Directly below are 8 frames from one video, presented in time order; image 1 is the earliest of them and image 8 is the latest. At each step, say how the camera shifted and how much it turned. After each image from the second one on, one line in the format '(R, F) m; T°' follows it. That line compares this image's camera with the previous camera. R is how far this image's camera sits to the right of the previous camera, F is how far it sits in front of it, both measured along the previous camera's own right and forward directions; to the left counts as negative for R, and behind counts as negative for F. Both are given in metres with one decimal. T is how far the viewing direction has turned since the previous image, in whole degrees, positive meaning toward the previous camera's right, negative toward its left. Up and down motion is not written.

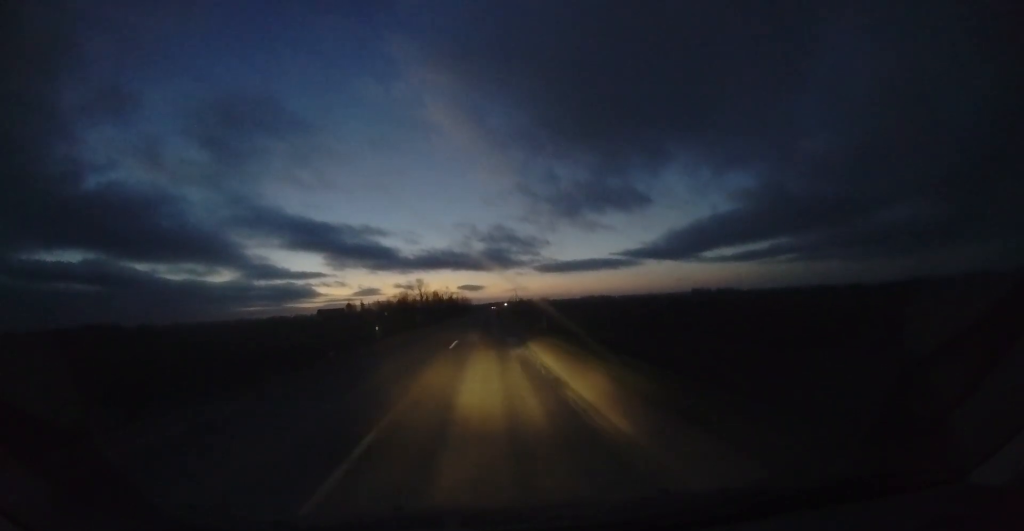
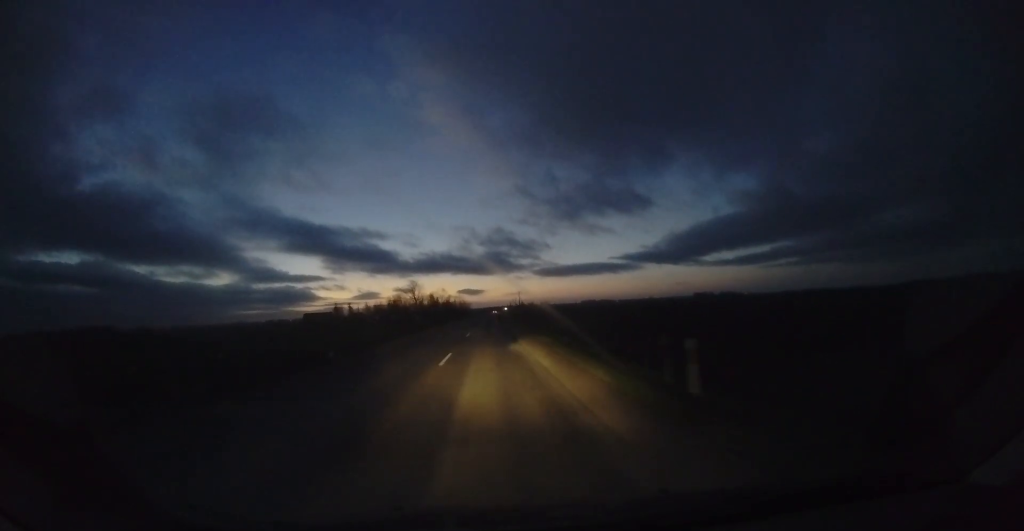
(0.0, +14.5) m; 0°
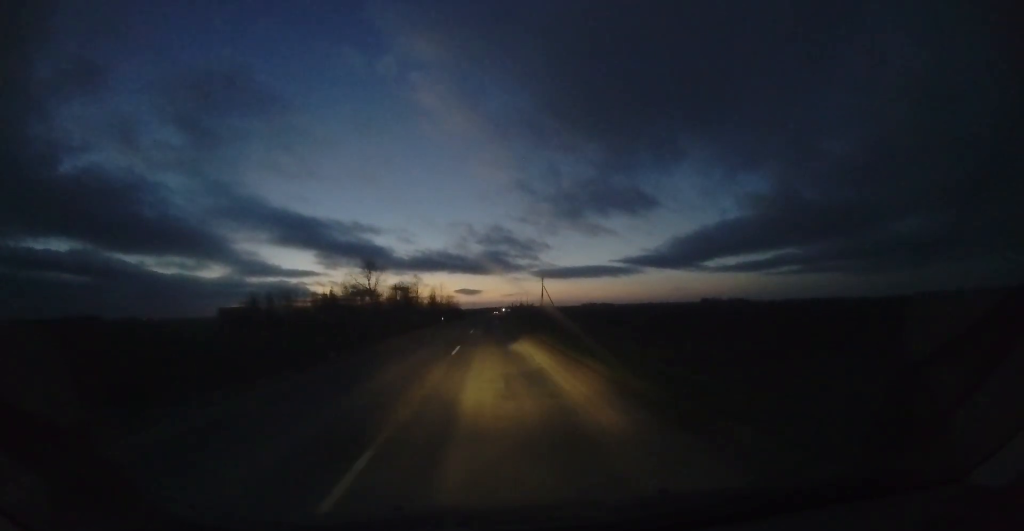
(+0.3, +56.1) m; +1°
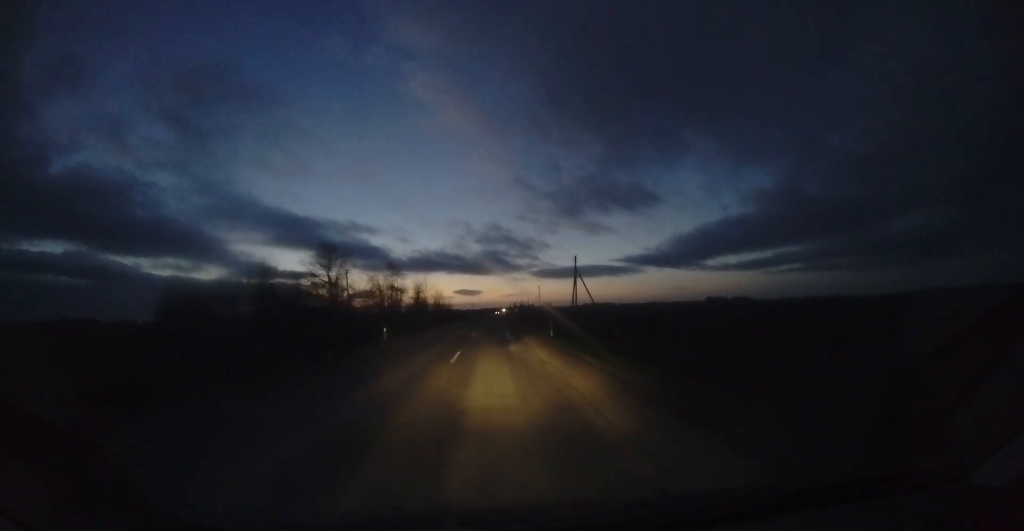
(+0.3, +26.0) m; 0°
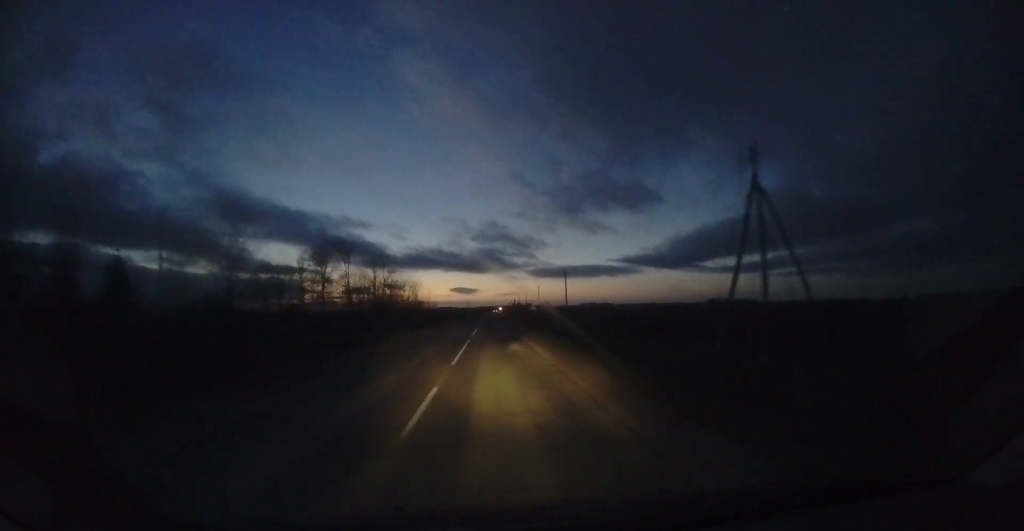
(-0.3, +29.8) m; -1°
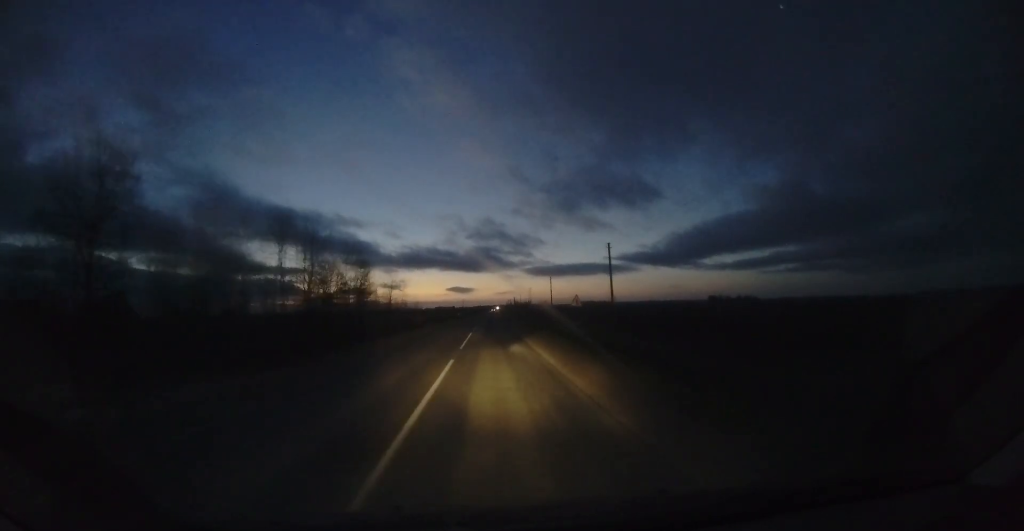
(-0.1, +20.5) m; +1°
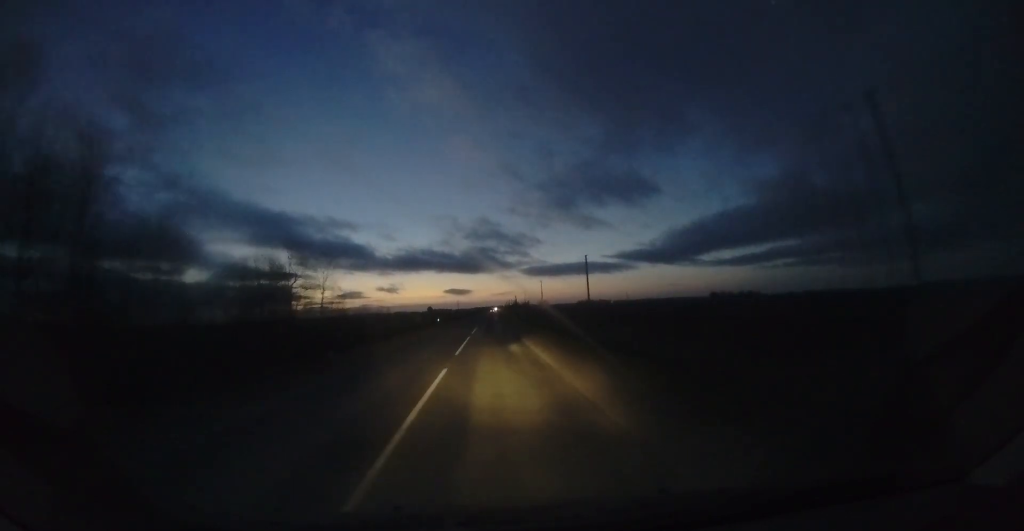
(+0.5, +25.1) m; +1°
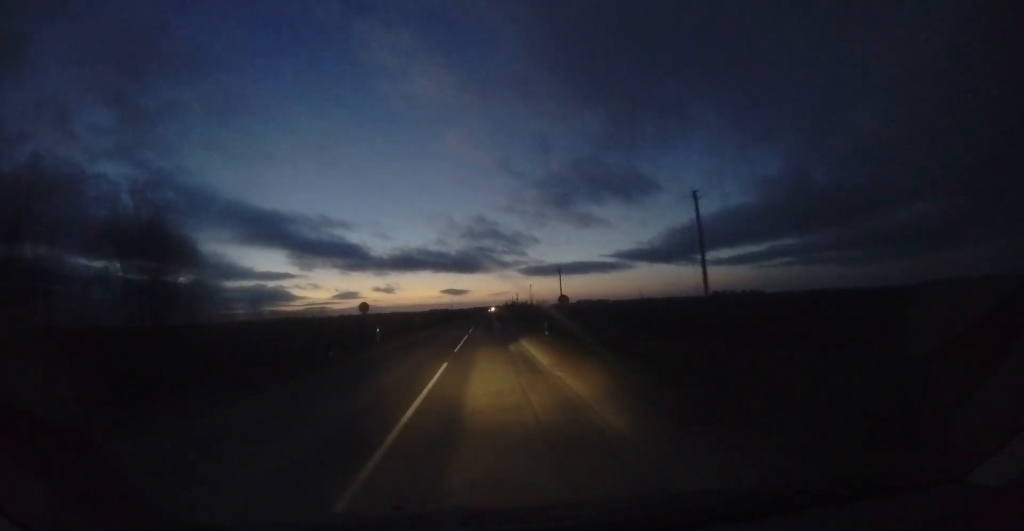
(0.0, +23.4) m; 0°
